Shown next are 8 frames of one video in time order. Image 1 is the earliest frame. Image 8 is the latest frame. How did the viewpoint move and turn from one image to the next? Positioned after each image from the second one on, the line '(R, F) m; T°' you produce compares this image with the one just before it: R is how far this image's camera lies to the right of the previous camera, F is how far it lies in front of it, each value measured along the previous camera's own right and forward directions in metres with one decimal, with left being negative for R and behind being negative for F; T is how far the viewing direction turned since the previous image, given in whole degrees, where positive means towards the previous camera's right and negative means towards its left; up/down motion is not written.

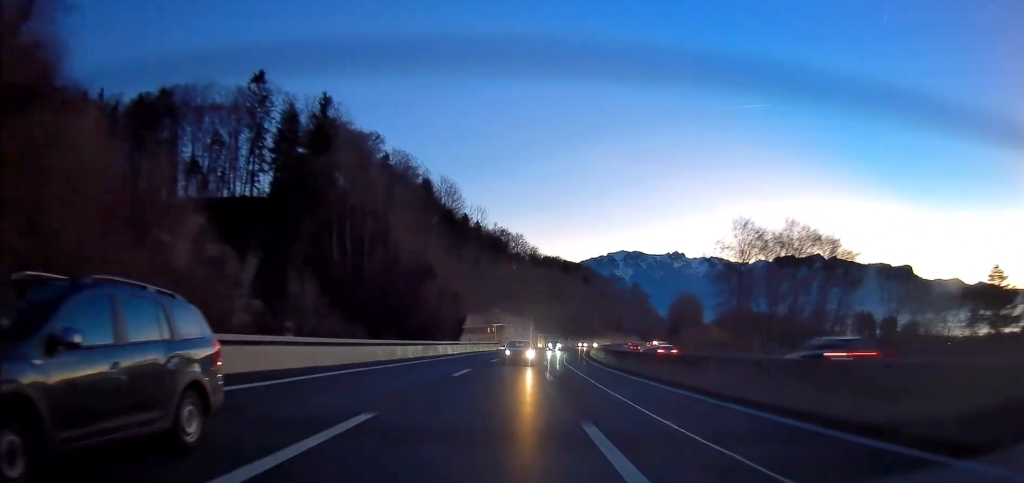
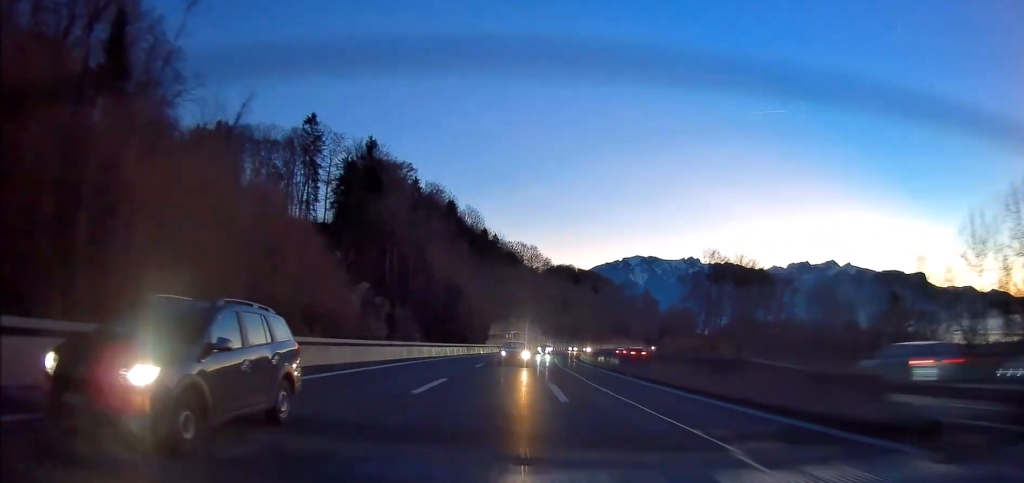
(-0.5, +28.2) m; -2°
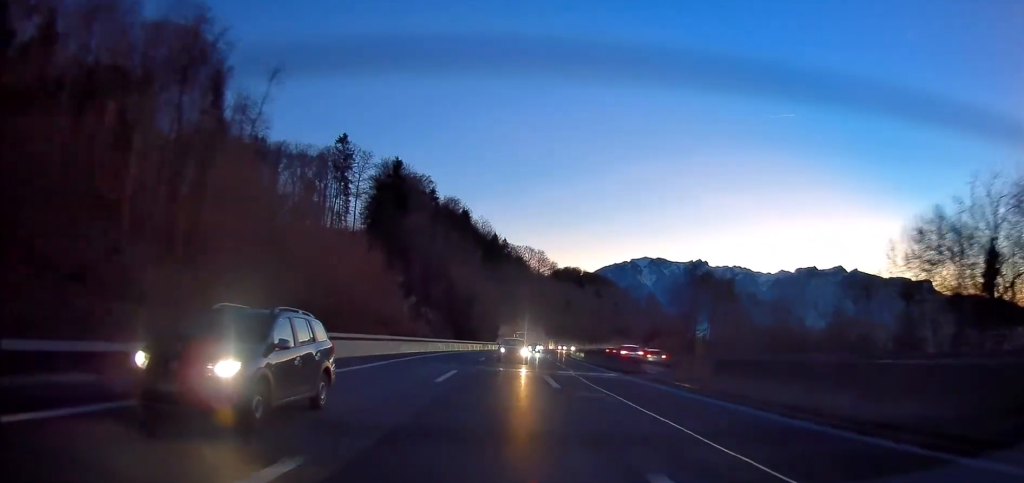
(-0.1, +21.7) m; -1°
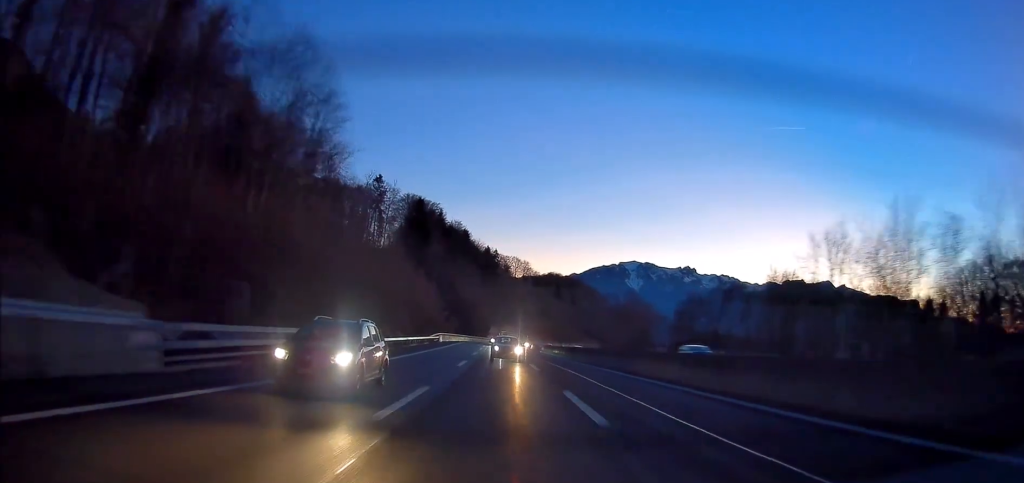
(-1.0, +64.1) m; -1°
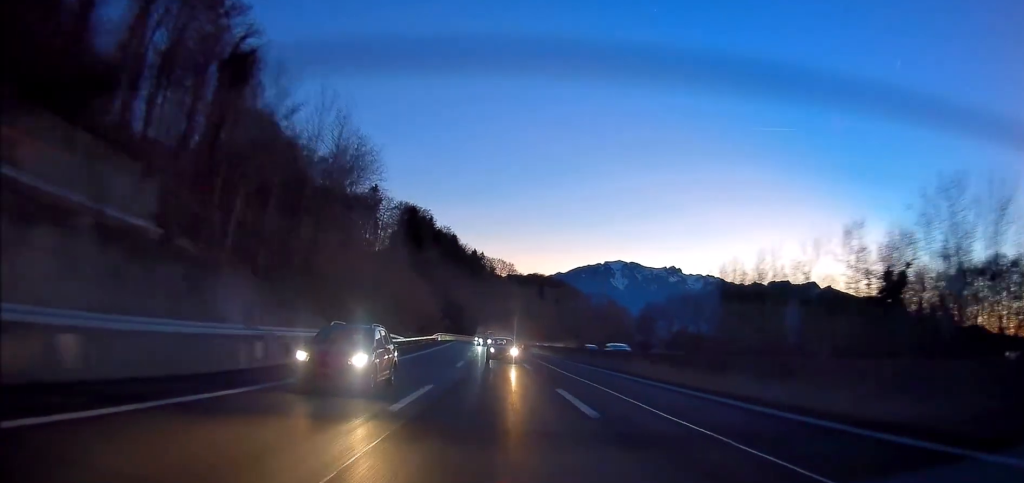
(+0.2, +19.3) m; +1°
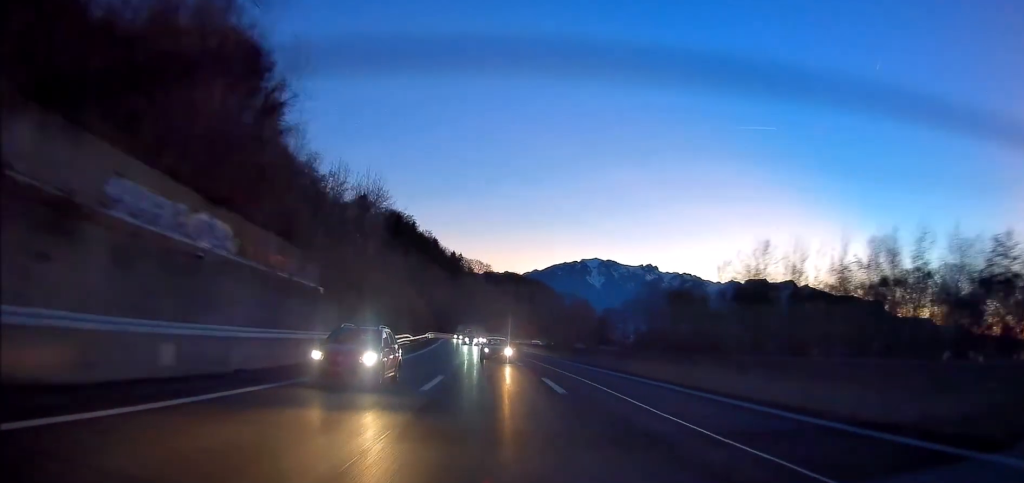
(+0.2, +22.5) m; +1°
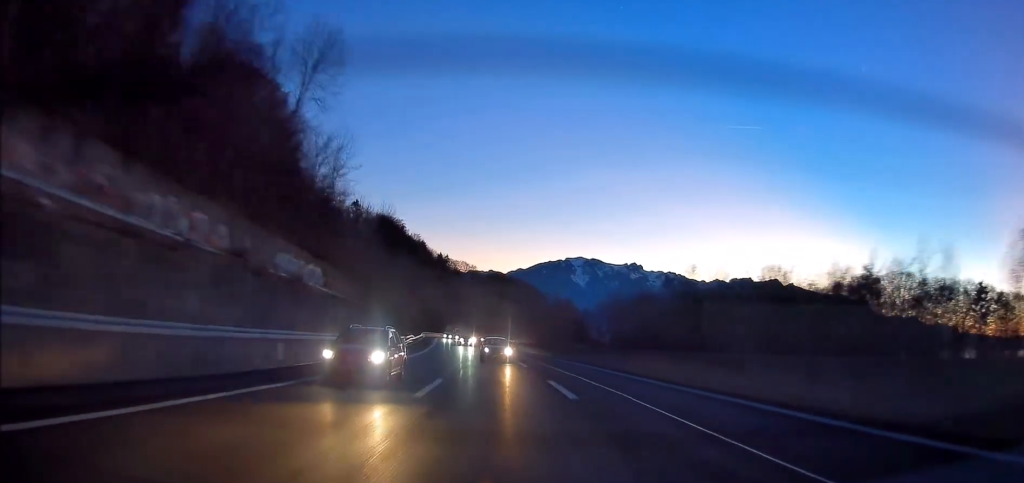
(+0.2, +16.0) m; +1°
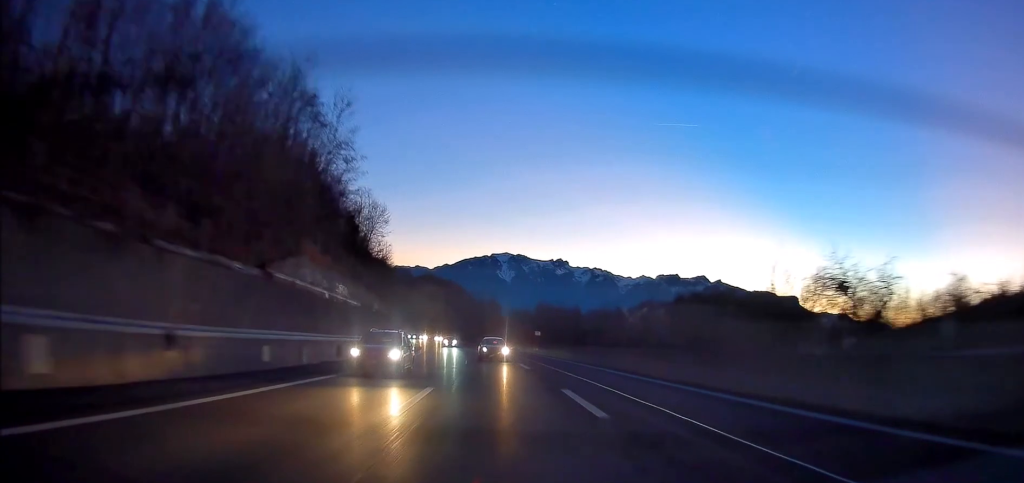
(+3.5, +68.2) m; +7°
